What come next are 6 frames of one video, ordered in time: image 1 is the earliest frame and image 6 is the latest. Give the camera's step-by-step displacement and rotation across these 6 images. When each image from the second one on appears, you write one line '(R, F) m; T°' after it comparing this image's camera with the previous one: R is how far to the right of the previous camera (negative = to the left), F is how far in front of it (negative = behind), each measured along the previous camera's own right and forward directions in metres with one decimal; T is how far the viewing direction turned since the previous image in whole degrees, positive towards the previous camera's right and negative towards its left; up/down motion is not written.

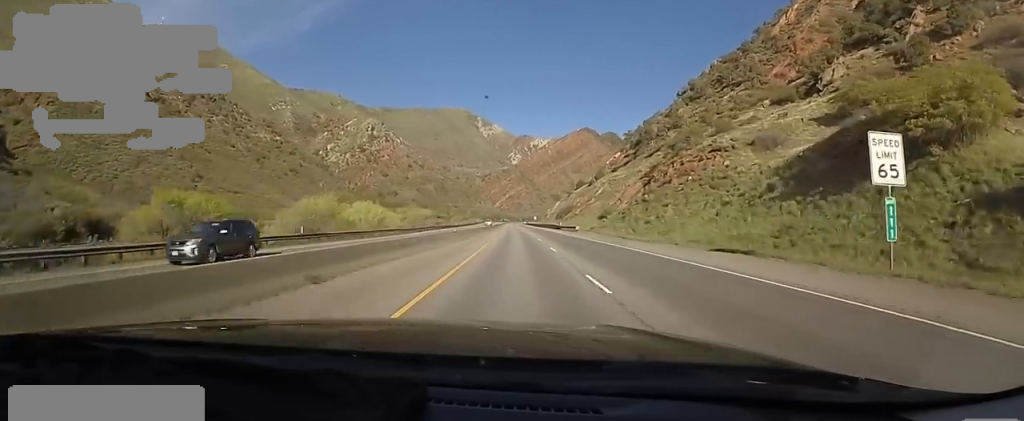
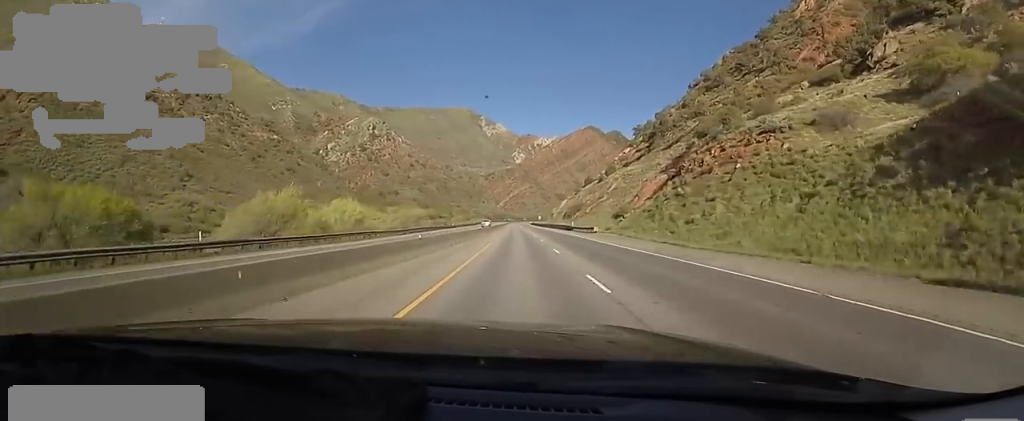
(+0.1, +12.4) m; -1°
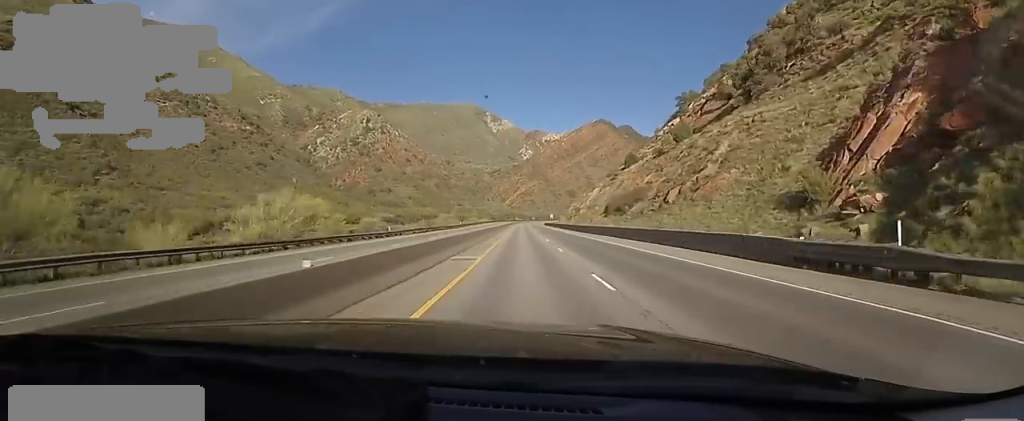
(+0.1, +59.0) m; 0°
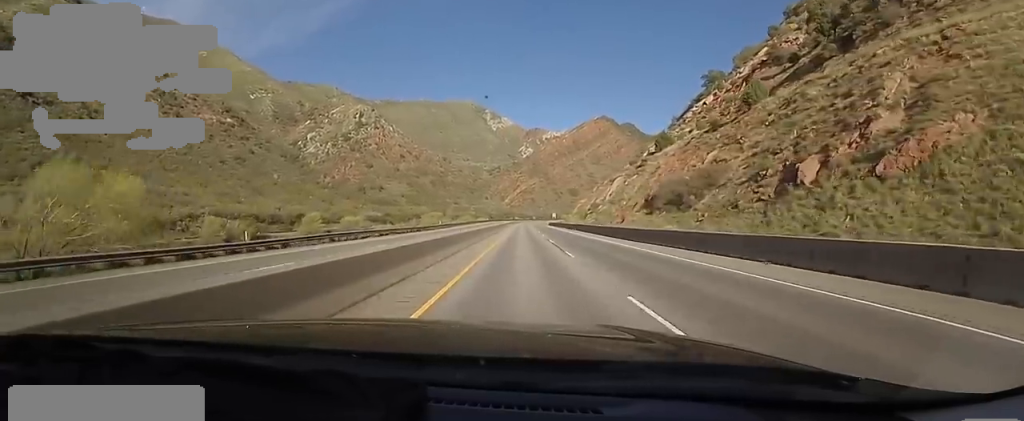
(-1.3, +28.1) m; 0°
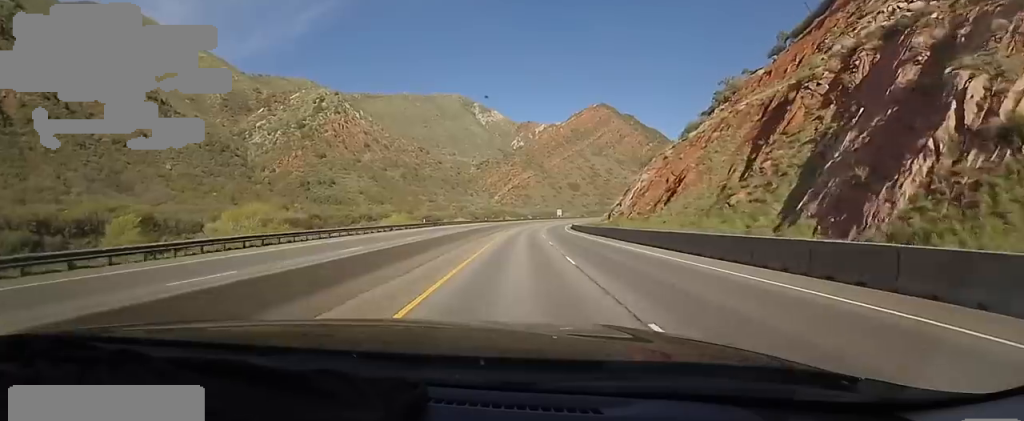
(+1.4, +101.1) m; +3°
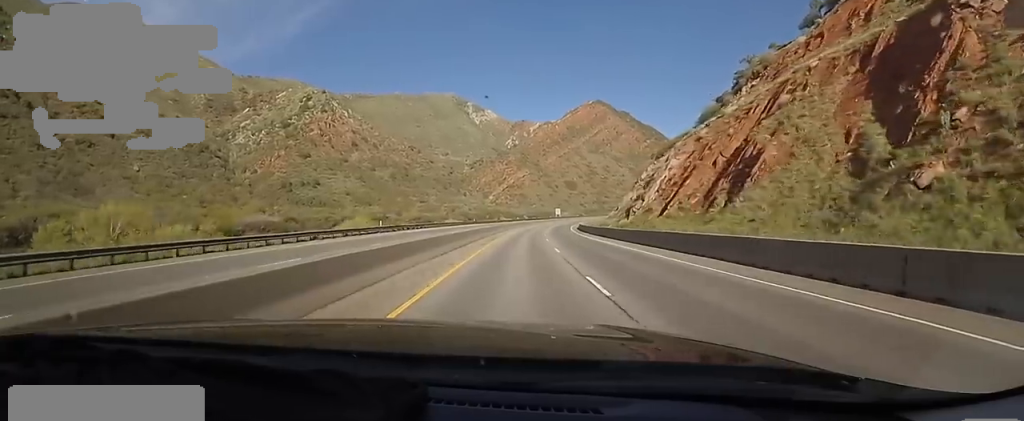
(0.0, +18.8) m; 0°
